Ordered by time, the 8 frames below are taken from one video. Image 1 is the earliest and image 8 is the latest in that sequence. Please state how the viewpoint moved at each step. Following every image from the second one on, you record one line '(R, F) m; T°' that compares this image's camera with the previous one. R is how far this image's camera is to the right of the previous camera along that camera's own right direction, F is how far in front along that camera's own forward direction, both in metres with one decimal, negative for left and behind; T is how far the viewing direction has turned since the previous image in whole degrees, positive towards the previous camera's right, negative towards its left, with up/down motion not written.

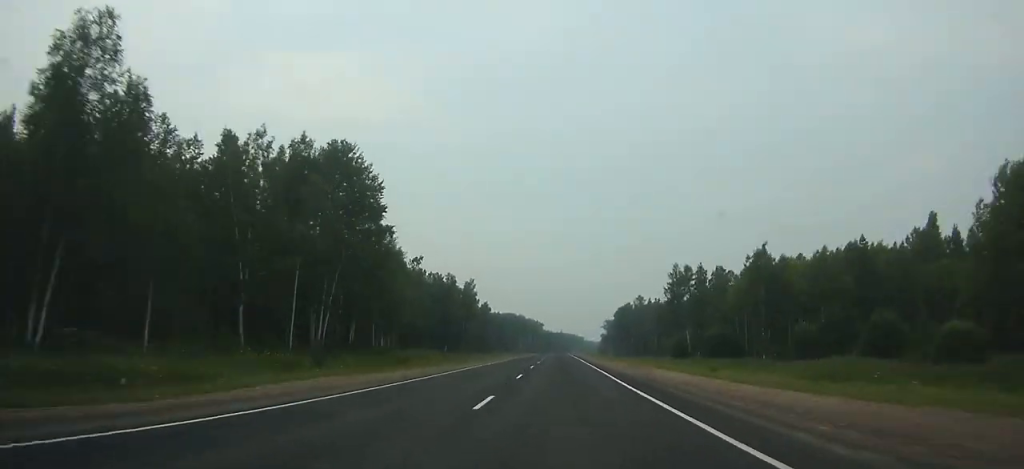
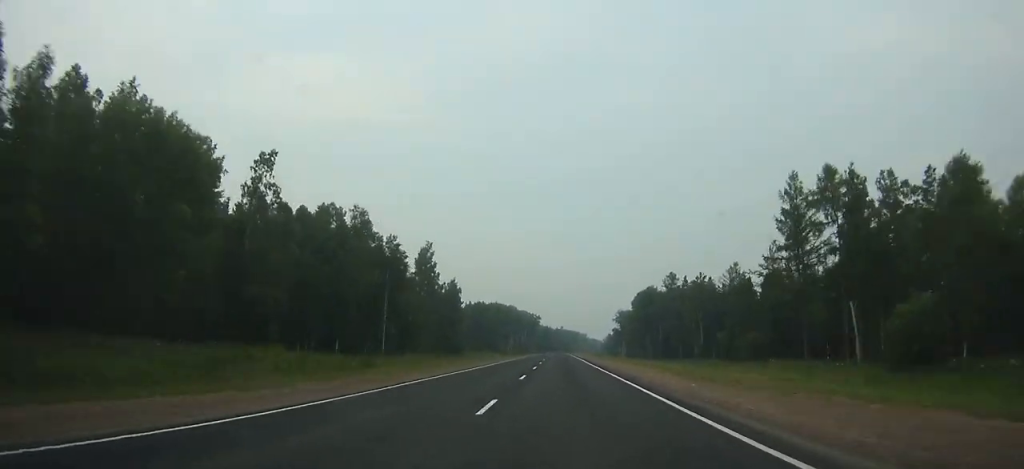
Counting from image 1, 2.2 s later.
(-0.1, +74.3) m; 0°
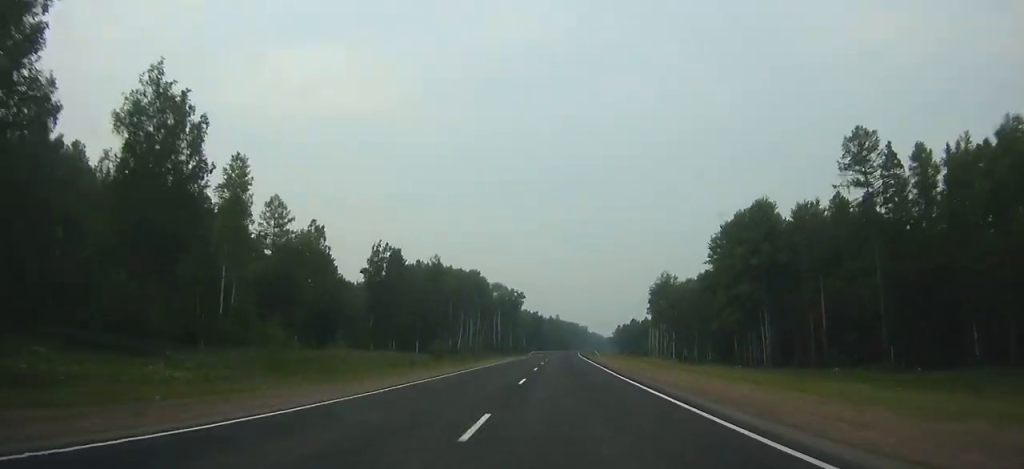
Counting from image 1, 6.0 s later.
(+0.2, +125.2) m; +1°
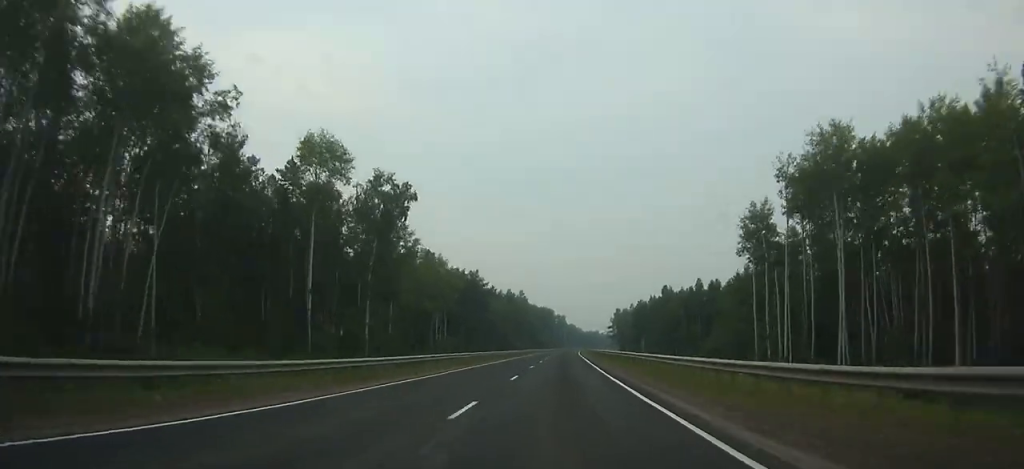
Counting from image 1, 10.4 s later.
(+2.3, +138.7) m; +2°
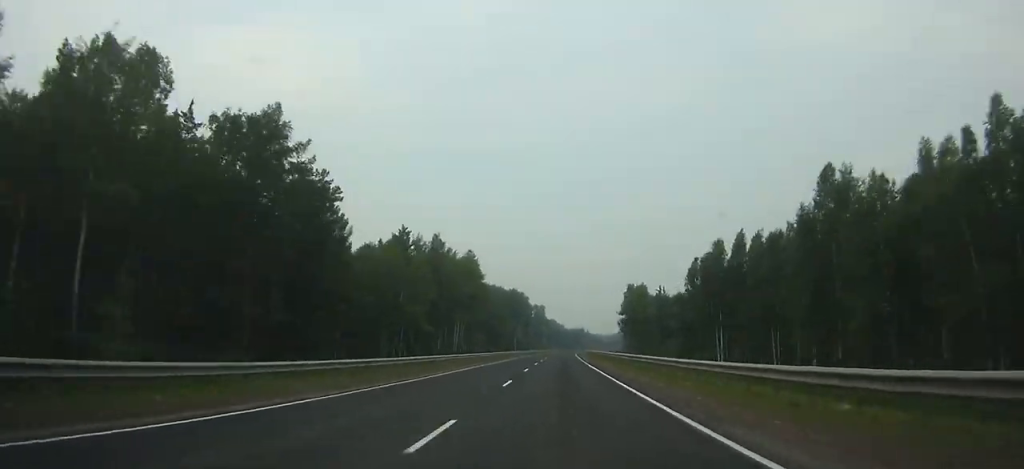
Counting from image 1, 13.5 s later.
(+1.7, +97.4) m; +2°
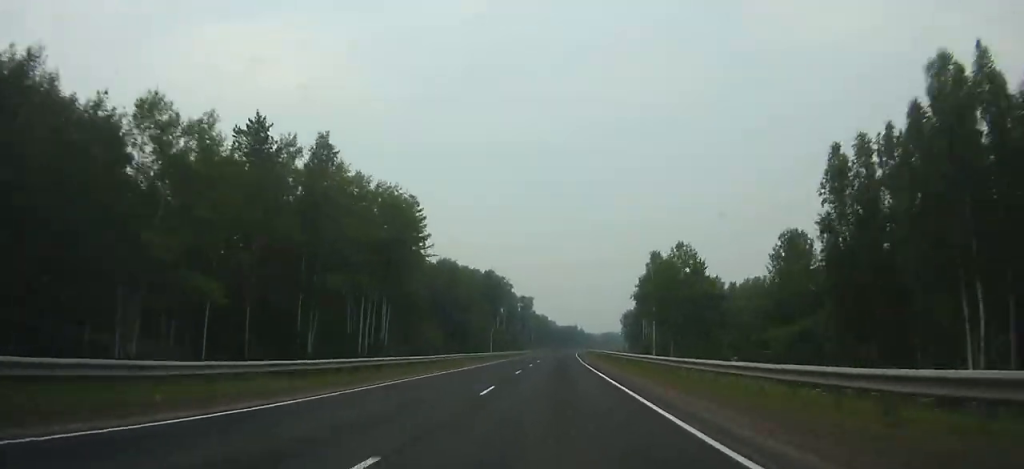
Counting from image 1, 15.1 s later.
(+0.4, +52.5) m; +1°
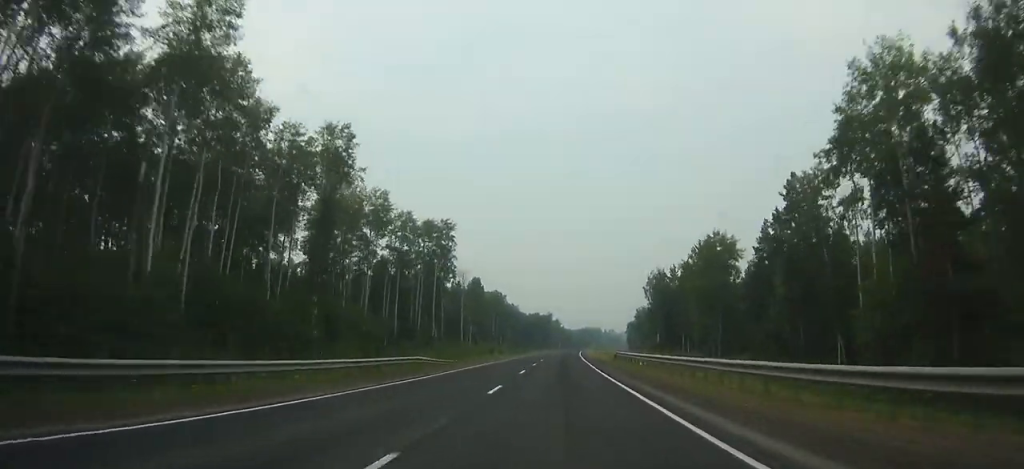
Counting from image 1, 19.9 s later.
(+3.6, +156.9) m; +3°
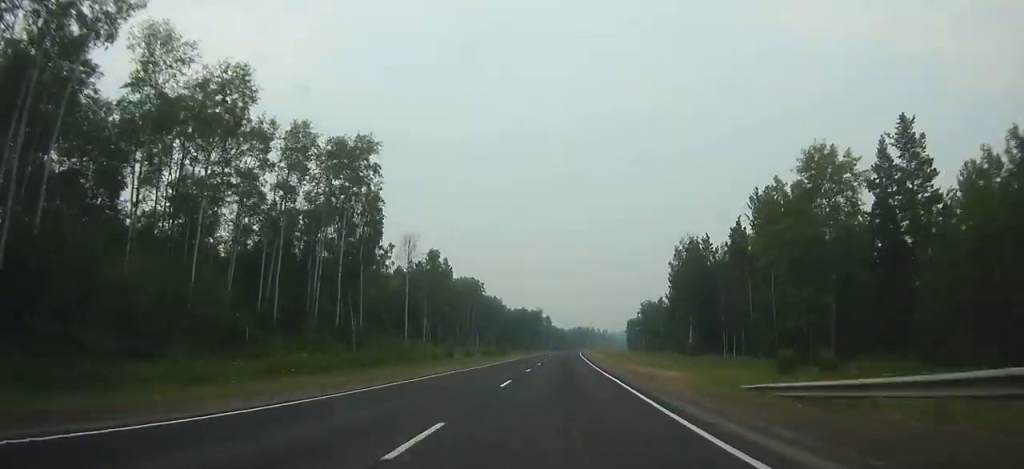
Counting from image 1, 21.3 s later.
(+0.3, +44.9) m; +1°
